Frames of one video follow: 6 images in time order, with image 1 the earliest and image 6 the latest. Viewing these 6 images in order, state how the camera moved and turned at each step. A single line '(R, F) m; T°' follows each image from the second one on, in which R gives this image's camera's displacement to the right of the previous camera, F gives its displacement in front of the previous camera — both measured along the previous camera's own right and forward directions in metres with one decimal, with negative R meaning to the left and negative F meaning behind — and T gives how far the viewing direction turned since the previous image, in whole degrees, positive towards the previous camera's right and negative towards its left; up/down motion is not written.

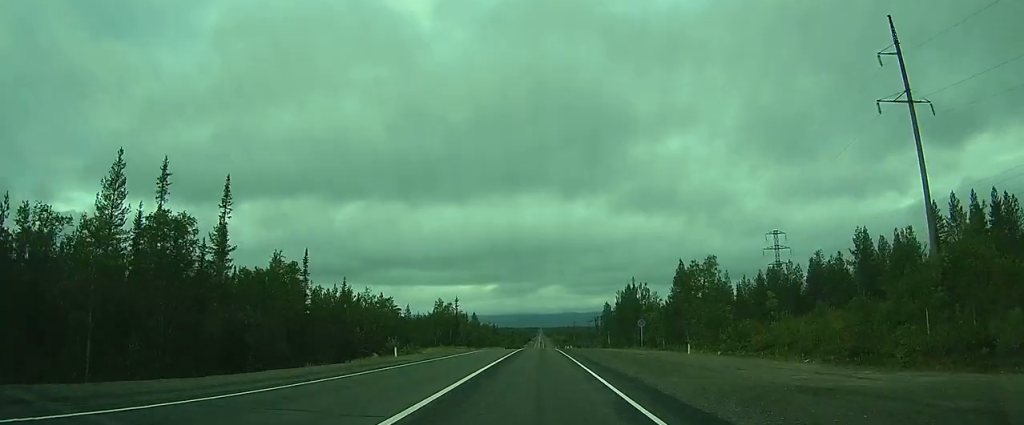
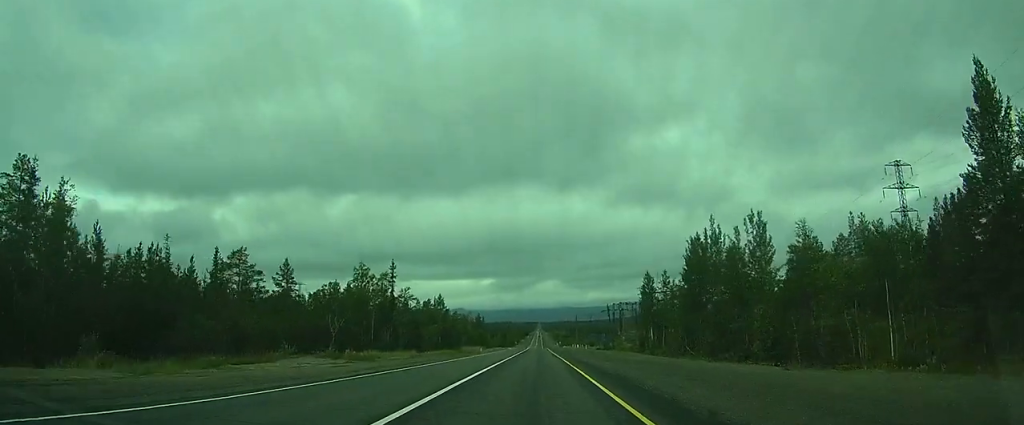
(+0.1, +54.4) m; 0°
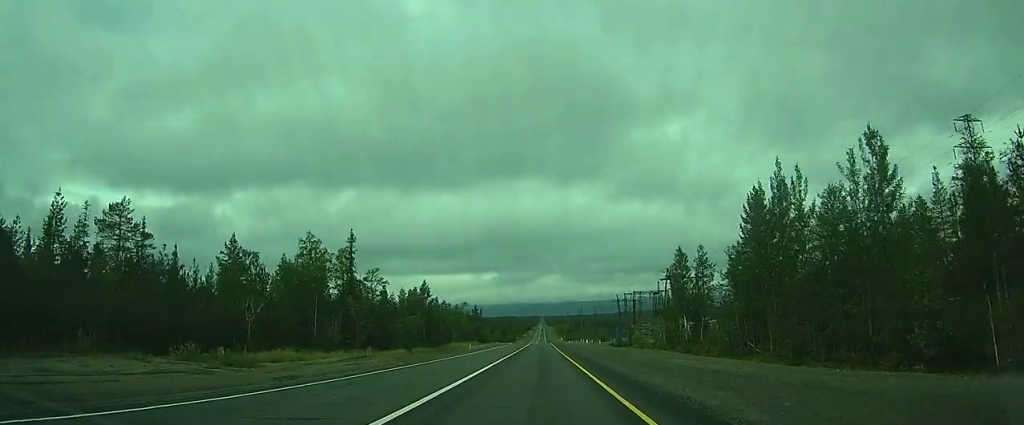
(0.0, +17.6) m; 0°
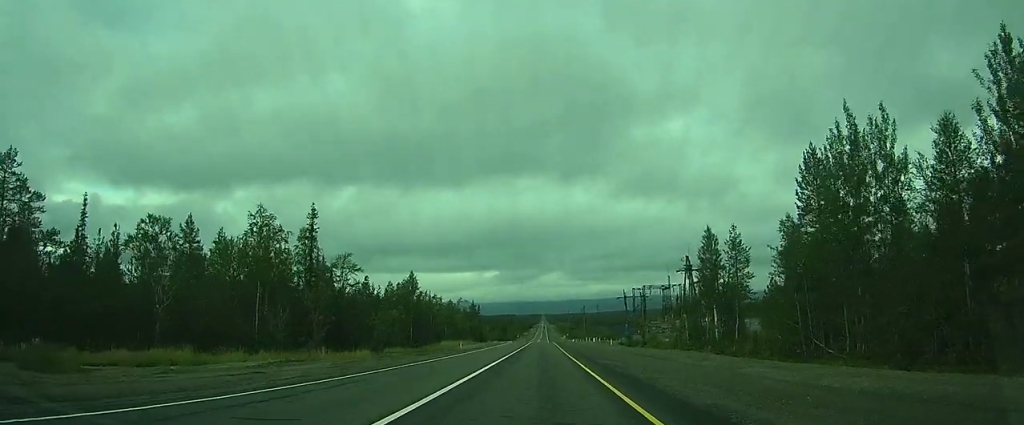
(0.0, +10.6) m; 0°
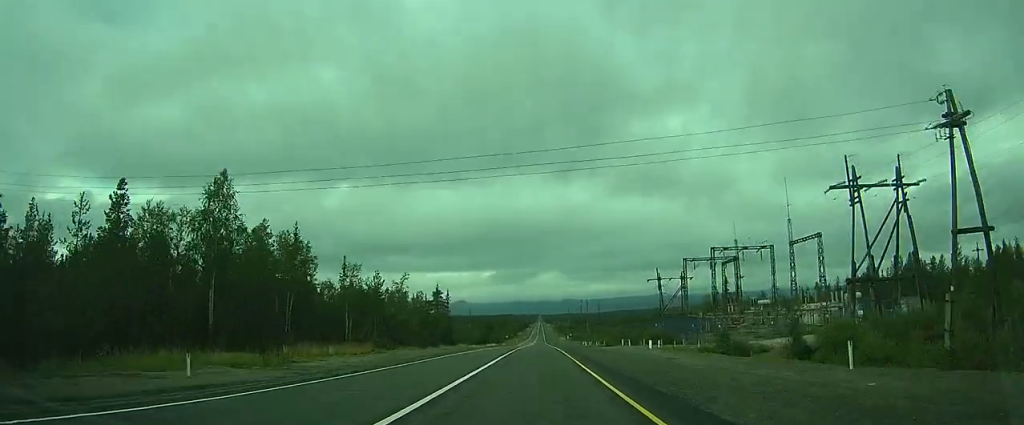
(0.0, +51.2) m; 0°
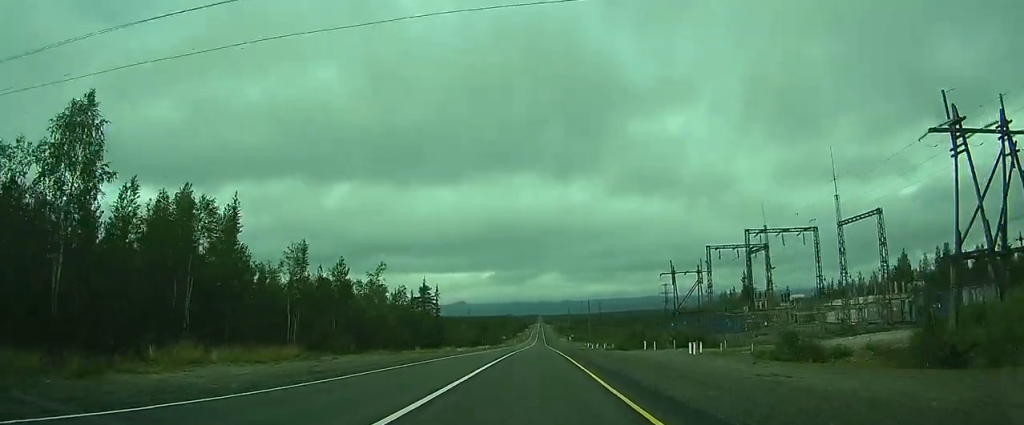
(0.0, +12.2) m; 0°
